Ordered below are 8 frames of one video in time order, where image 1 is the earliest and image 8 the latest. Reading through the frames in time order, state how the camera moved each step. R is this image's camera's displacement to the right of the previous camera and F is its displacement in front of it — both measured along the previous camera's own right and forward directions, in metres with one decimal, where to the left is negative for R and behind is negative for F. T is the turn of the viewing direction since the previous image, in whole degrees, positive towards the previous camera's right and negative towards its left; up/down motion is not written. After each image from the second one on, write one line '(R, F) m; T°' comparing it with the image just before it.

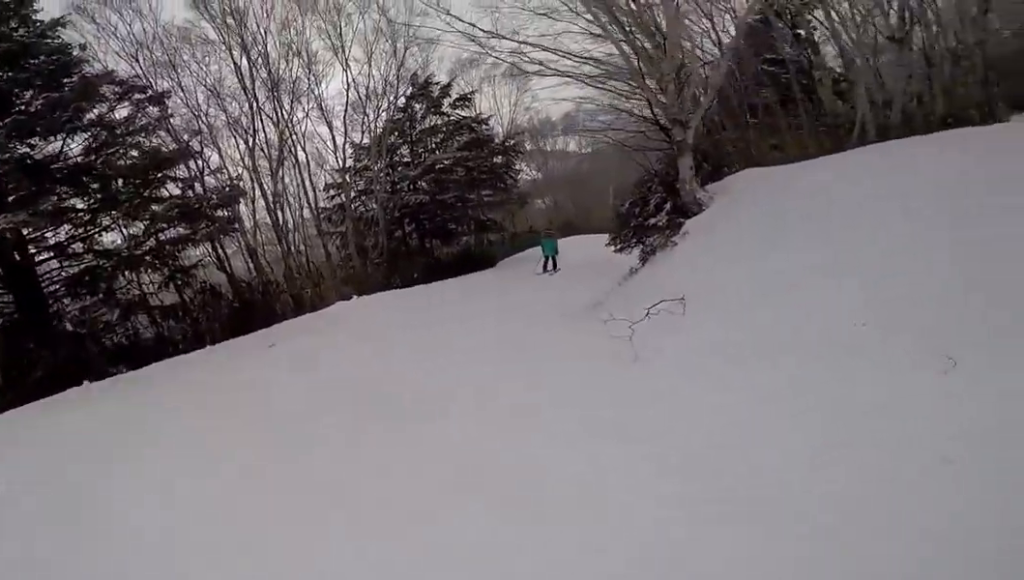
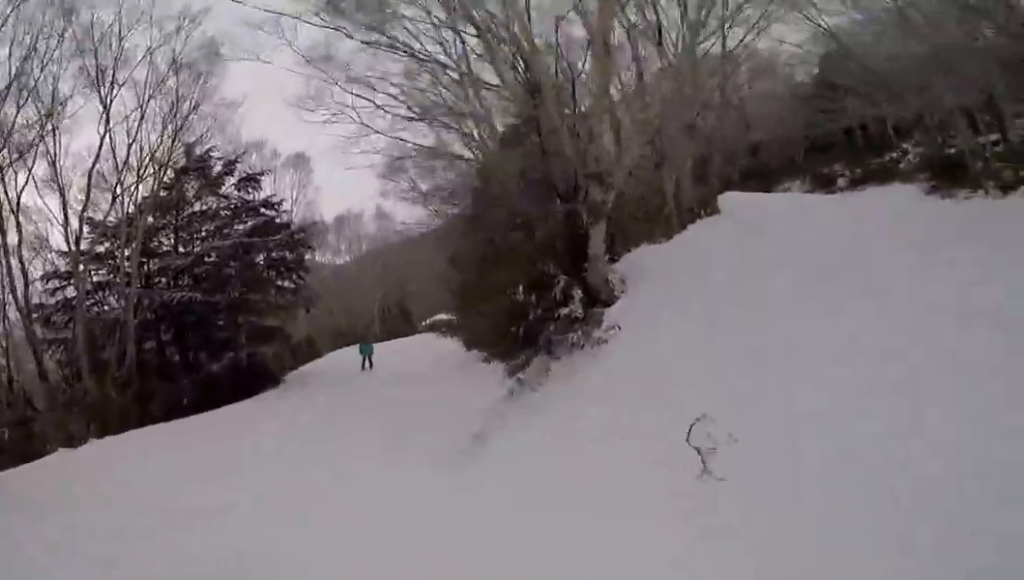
(+1.0, +4.5) m; +1°
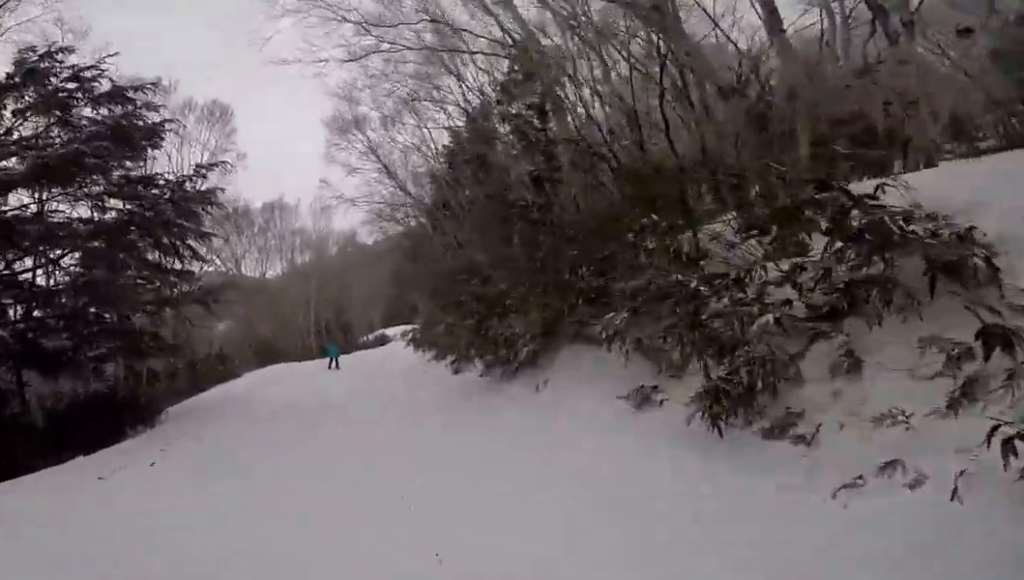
(-2.4, +6.6) m; -5°
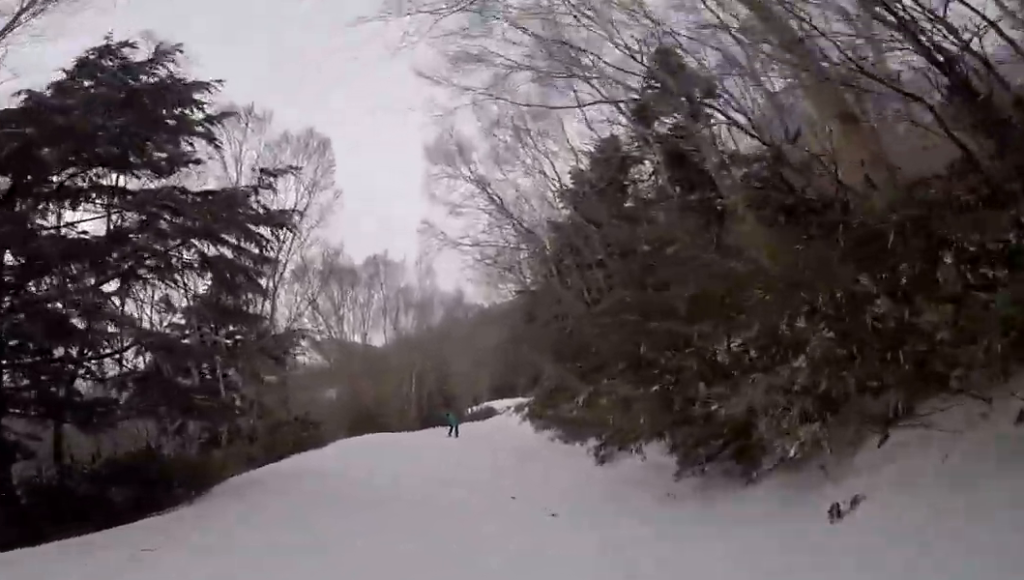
(+0.8, +3.4) m; +18°
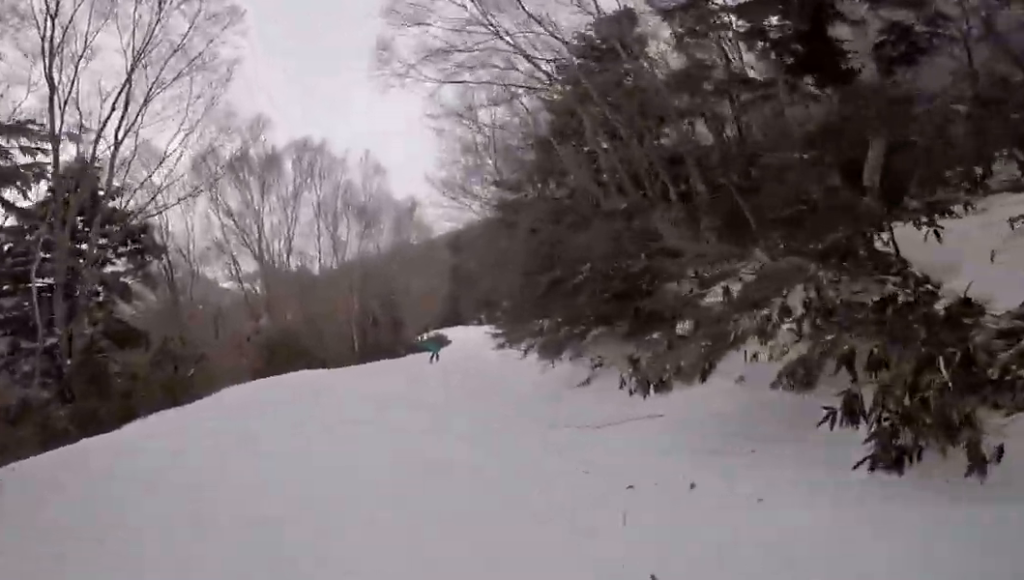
(+2.0, +7.4) m; +9°
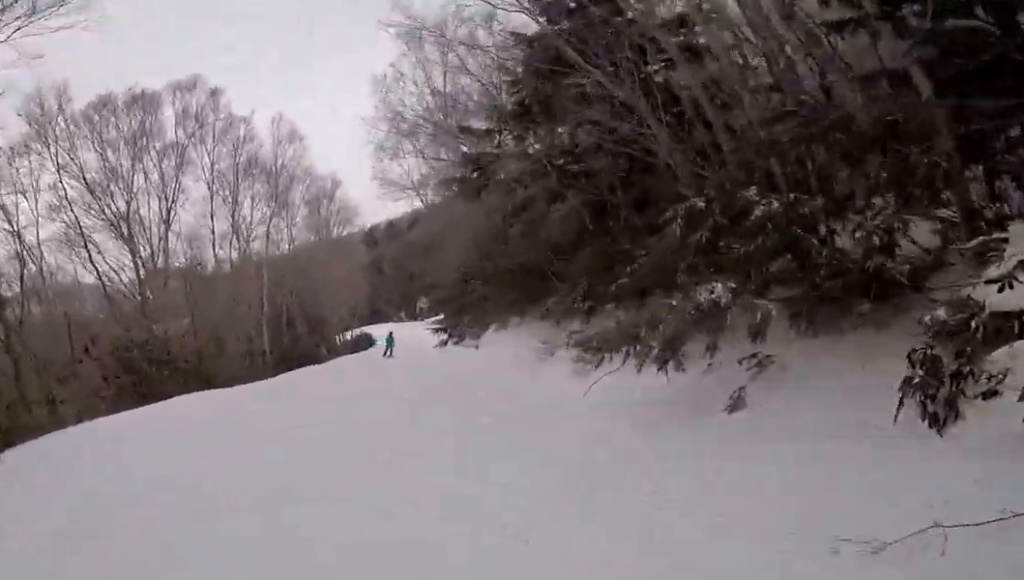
(-0.5, +5.4) m; -9°
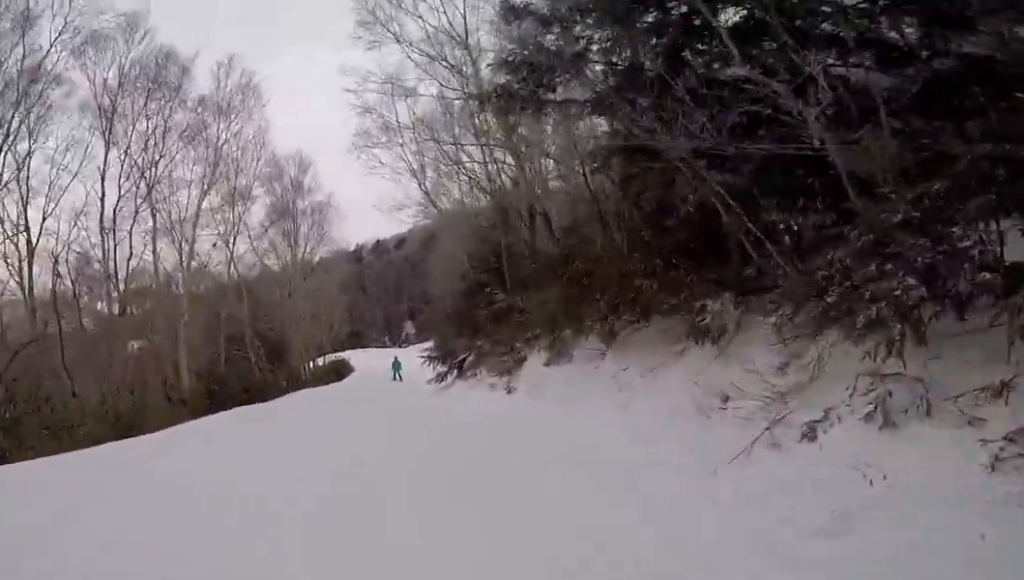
(-0.6, +7.2) m; +2°
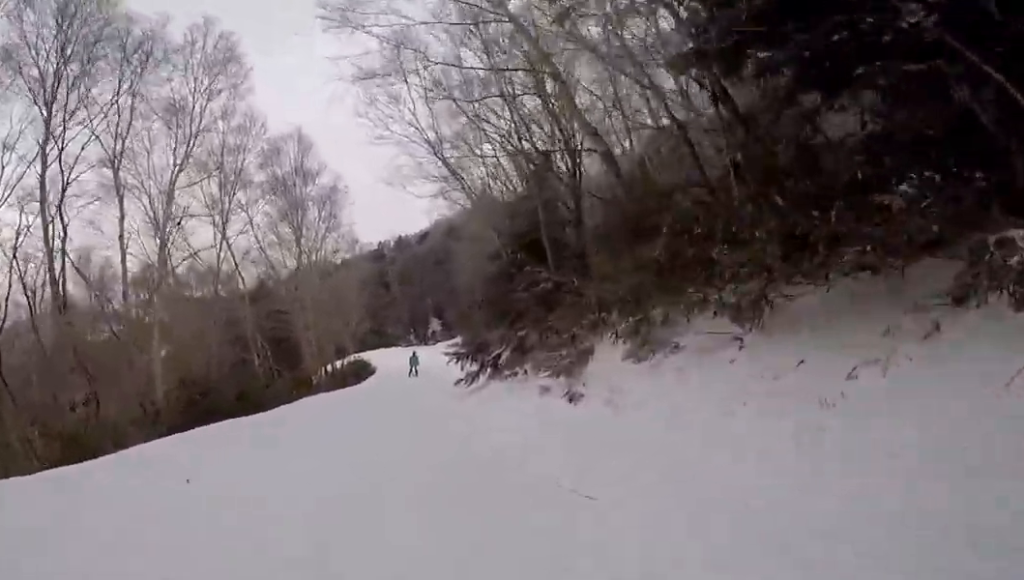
(+0.2, +3.4) m; +6°
